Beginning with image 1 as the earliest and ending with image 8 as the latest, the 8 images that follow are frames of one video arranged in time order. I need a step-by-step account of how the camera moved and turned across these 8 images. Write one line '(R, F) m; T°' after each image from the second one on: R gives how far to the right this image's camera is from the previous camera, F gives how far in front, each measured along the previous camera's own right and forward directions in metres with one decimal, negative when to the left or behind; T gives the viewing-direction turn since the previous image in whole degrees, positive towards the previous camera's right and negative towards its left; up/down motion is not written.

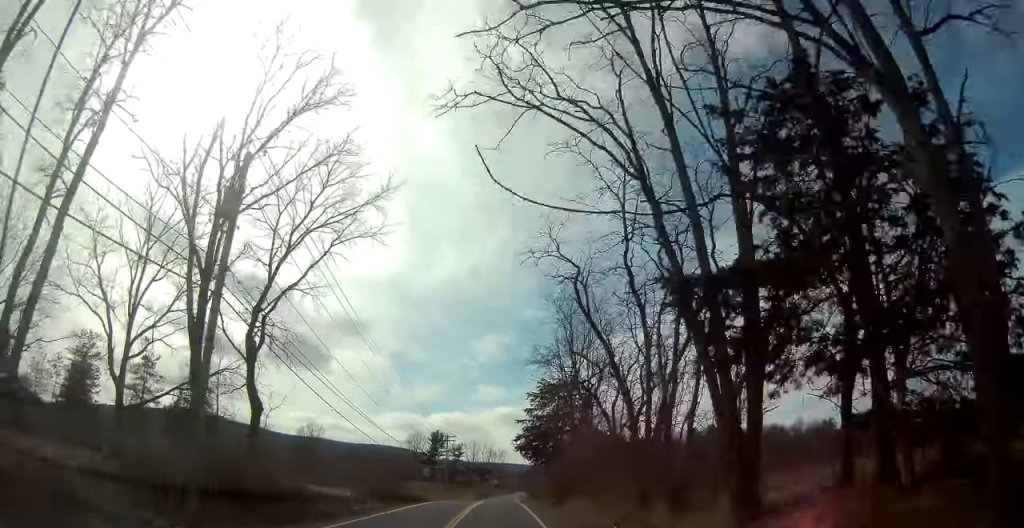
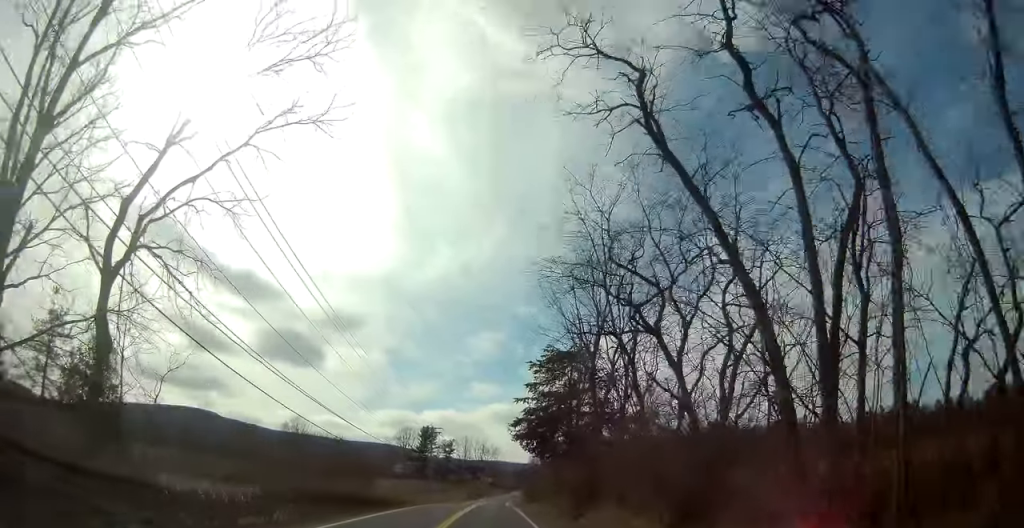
(0.0, +12.3) m; 0°
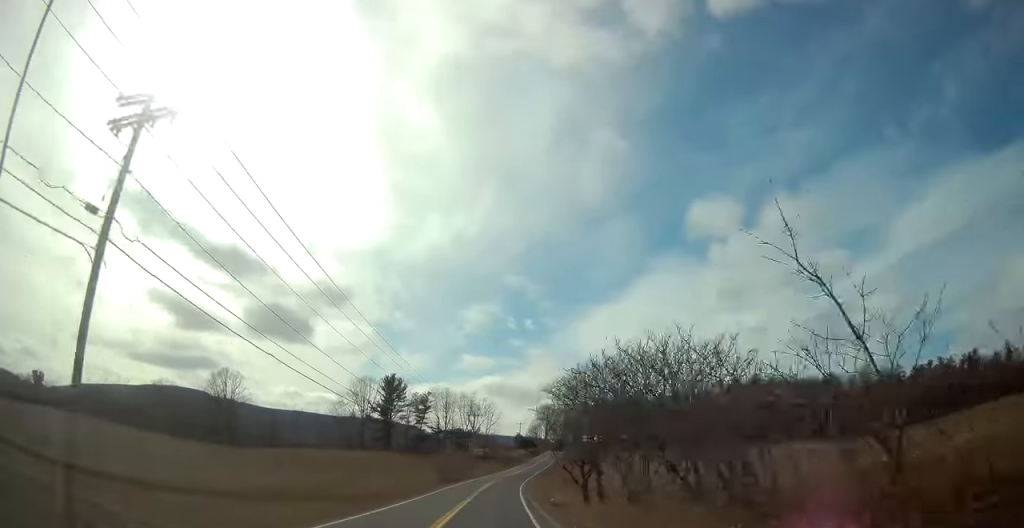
(+1.1, +65.3) m; +1°
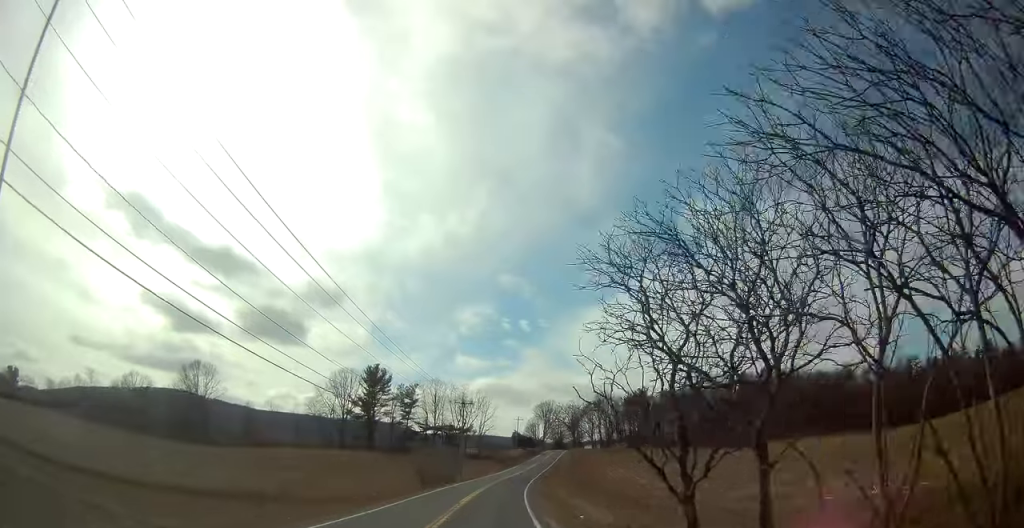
(-0.1, +15.9) m; 0°
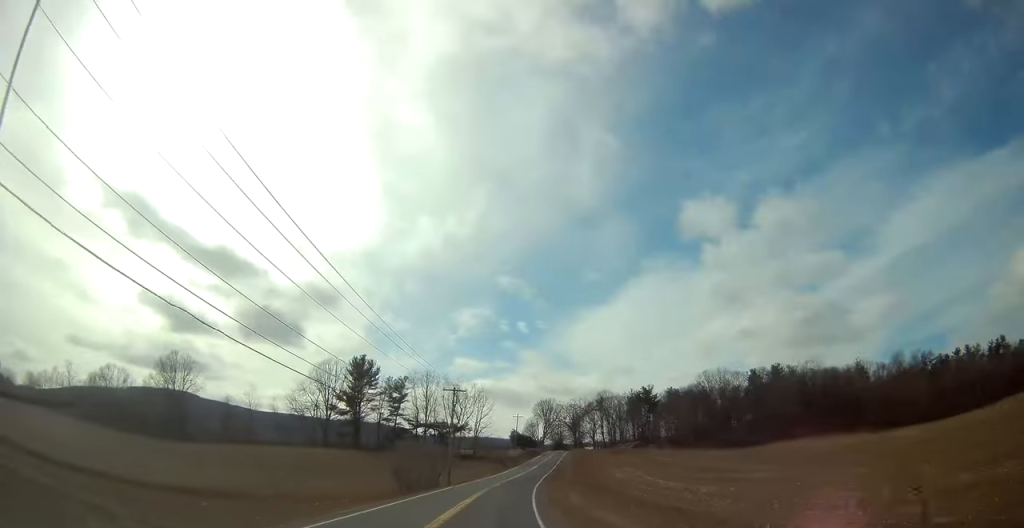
(0.0, +12.2) m; +1°
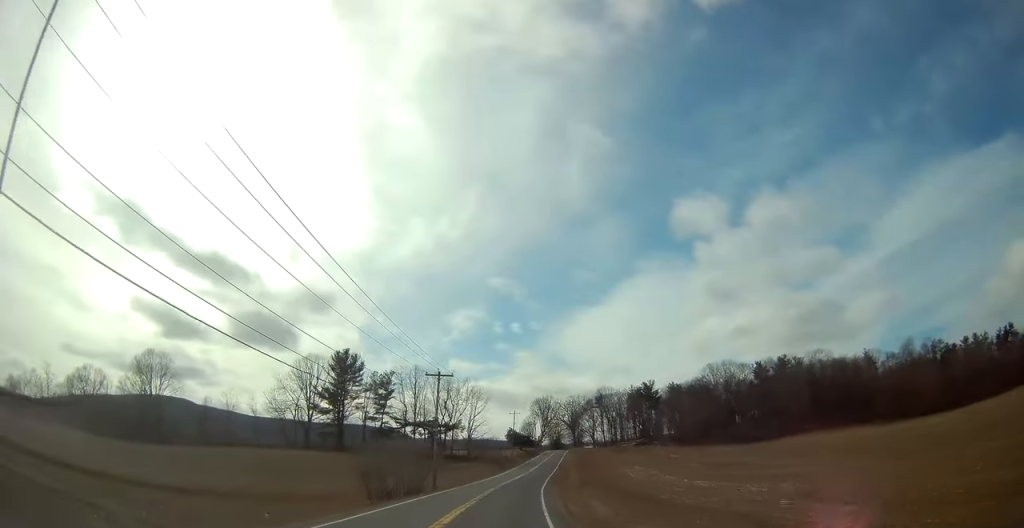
(+0.2, +10.5) m; 0°
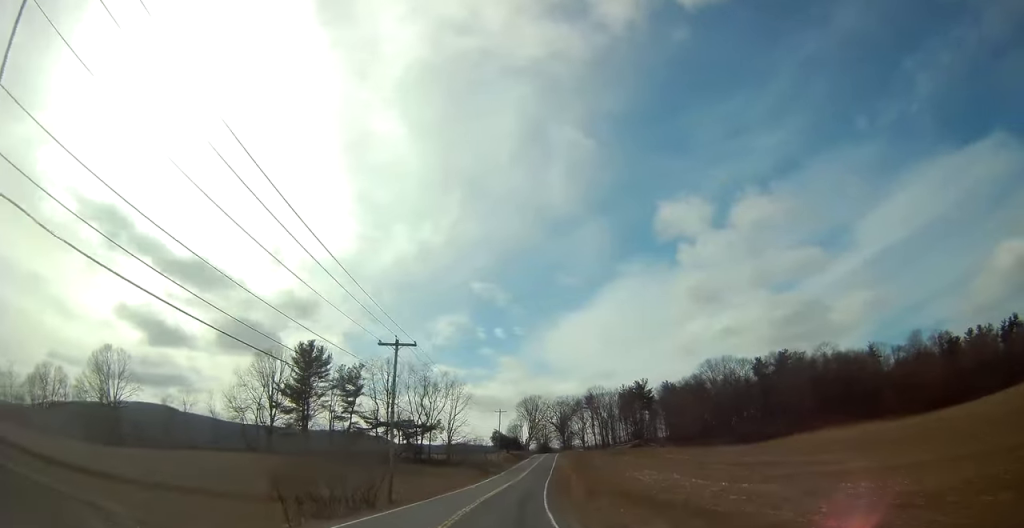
(+0.1, +14.1) m; 0°
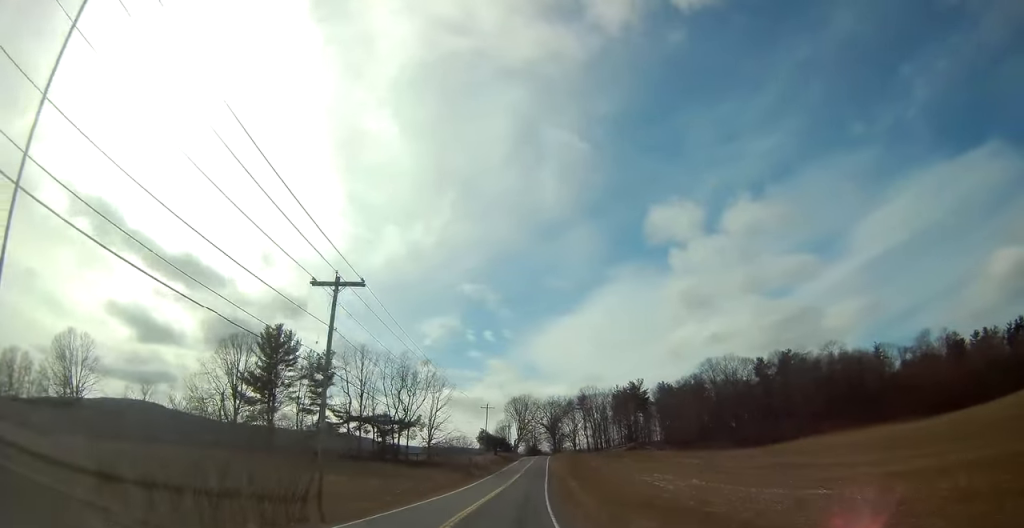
(-0.3, +12.0) m; +1°
